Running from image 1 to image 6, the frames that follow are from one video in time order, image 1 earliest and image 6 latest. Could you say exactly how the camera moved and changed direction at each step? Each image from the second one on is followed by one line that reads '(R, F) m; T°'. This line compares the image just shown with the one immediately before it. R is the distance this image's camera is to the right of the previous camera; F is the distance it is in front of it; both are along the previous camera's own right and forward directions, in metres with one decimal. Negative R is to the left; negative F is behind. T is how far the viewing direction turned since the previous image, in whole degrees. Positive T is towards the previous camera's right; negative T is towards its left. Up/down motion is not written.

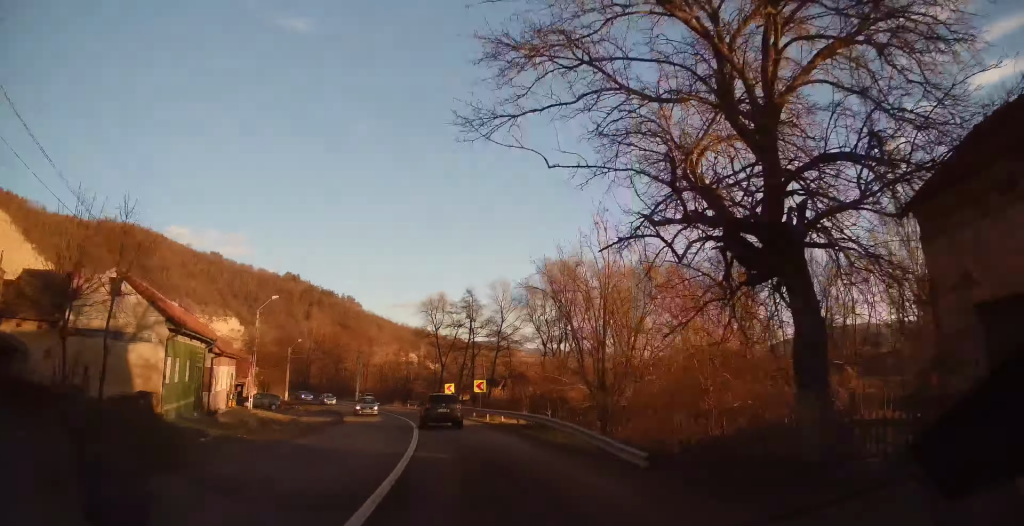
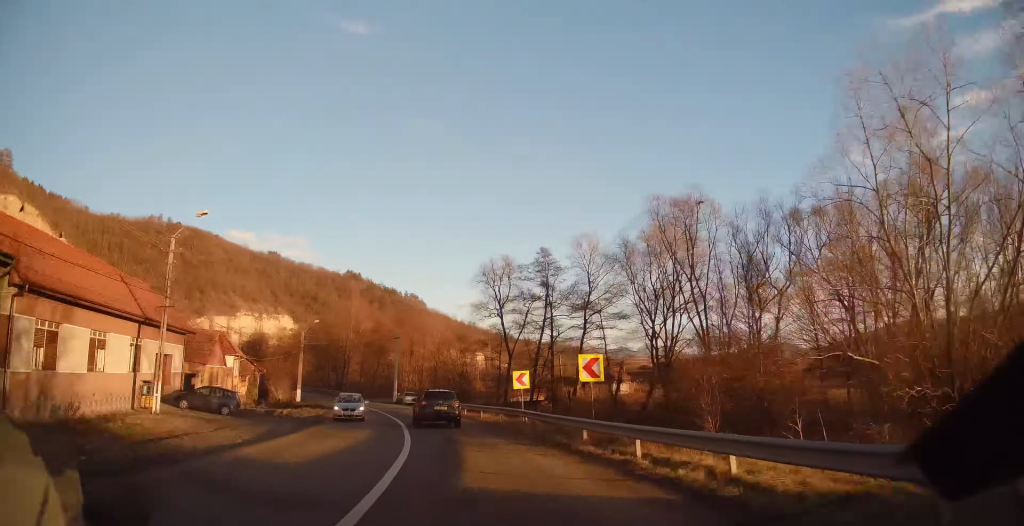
(-1.1, +22.3) m; -7°
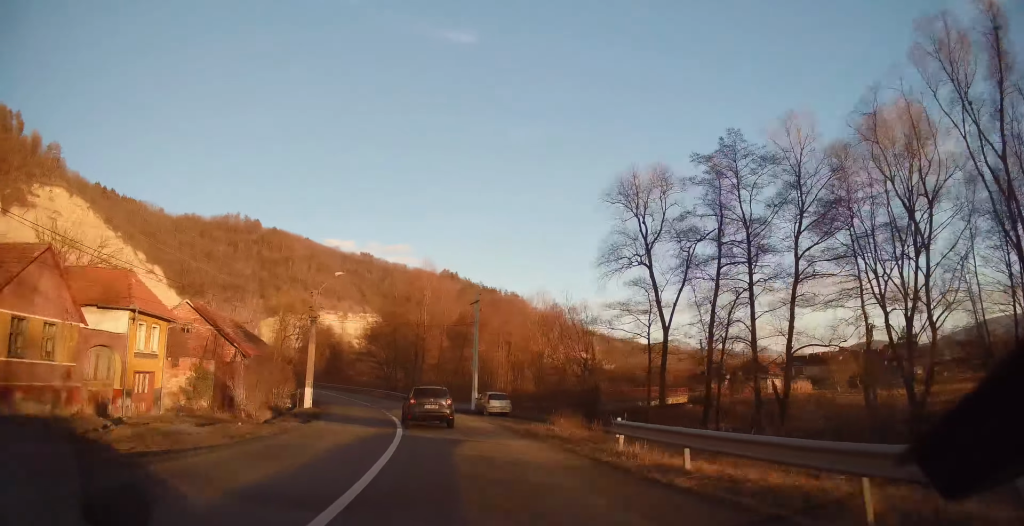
(-2.7, +26.2) m; -12°
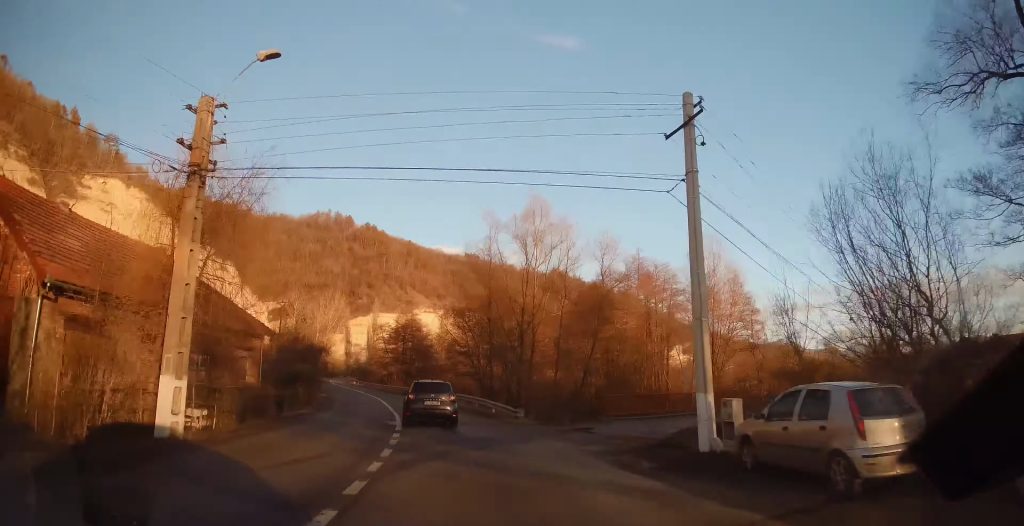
(-3.0, +26.3) m; -11°
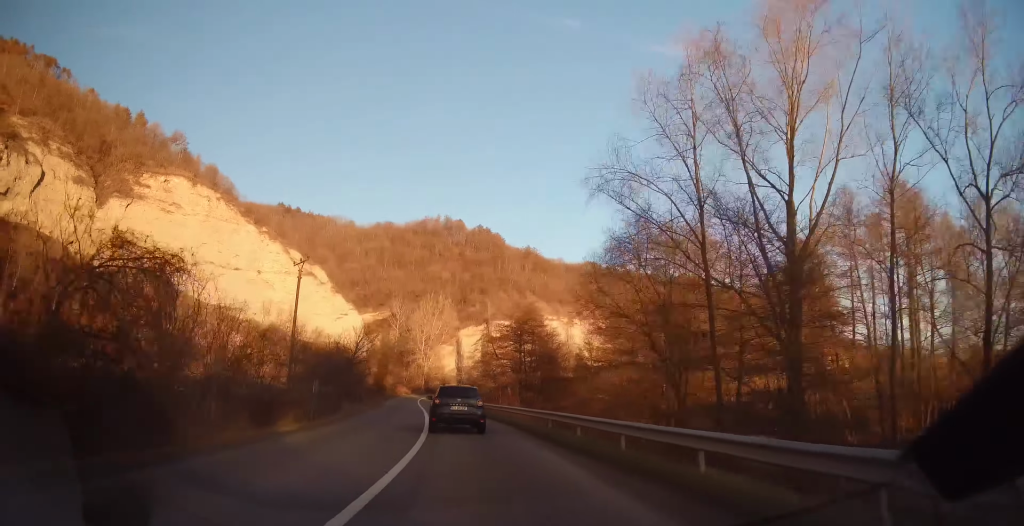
(-2.9, +28.9) m; -12°
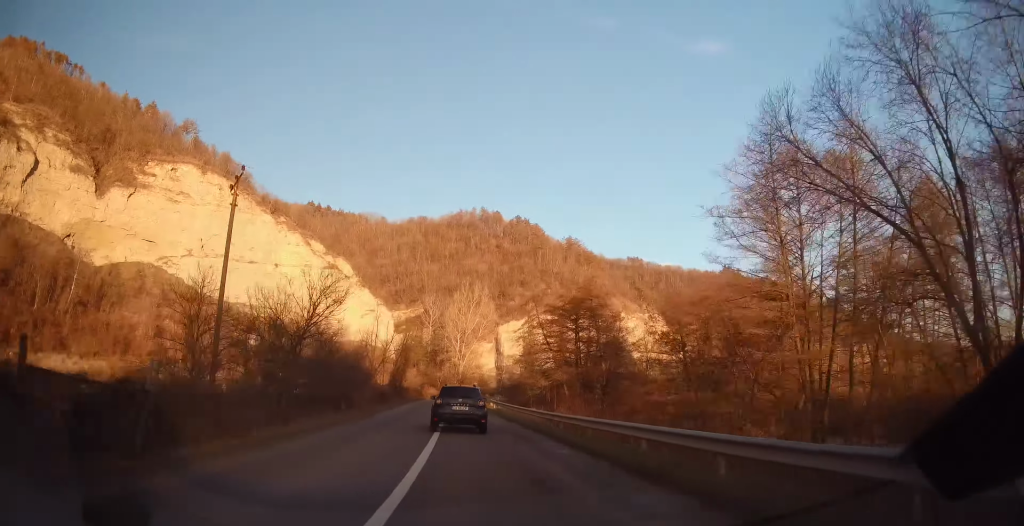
(-1.1, +15.8) m; -4°
